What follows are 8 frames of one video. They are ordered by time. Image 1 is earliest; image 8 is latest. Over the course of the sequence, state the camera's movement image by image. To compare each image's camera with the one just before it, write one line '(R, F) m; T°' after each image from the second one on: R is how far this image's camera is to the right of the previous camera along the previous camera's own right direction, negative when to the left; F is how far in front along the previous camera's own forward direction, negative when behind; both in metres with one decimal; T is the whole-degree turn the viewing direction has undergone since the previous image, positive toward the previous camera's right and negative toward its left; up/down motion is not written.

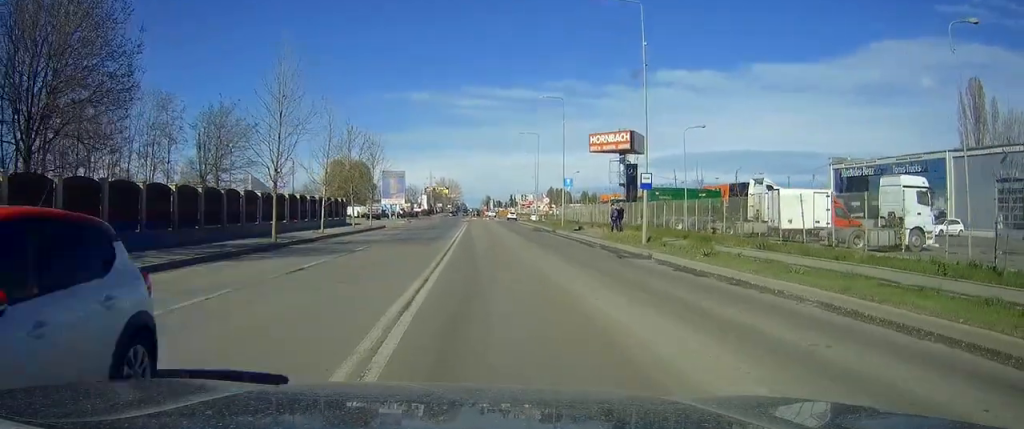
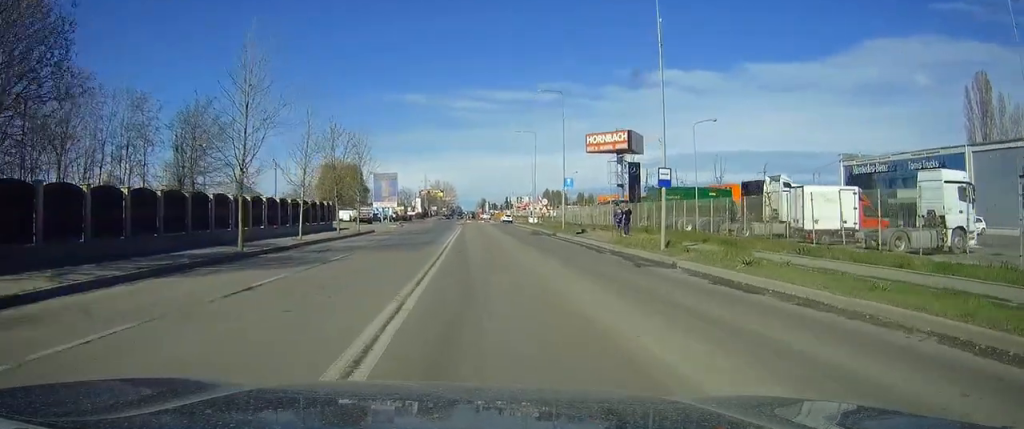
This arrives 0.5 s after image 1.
(+0.1, +3.9) m; 0°
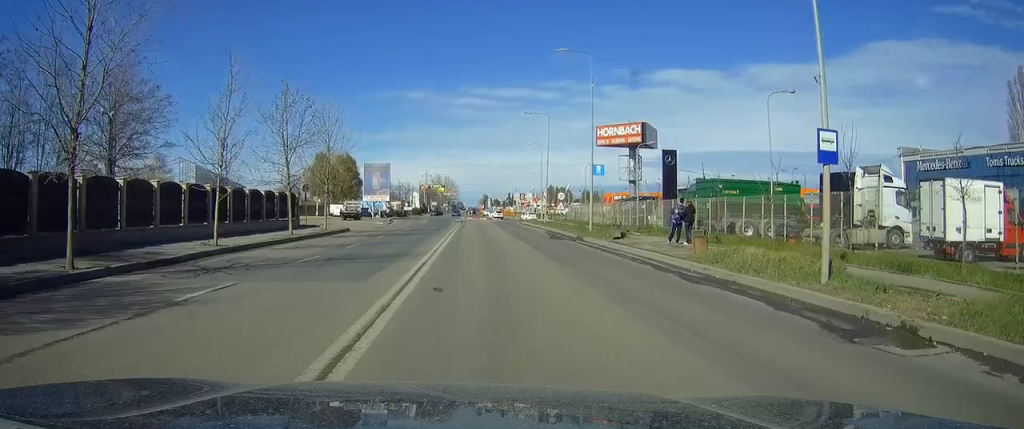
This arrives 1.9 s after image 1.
(0.0, +12.0) m; -1°
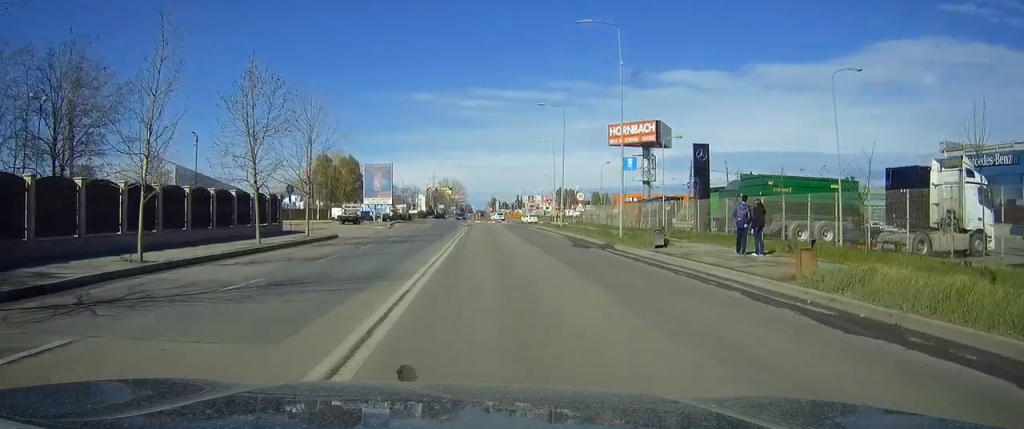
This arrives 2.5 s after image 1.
(-0.1, +6.6) m; -1°
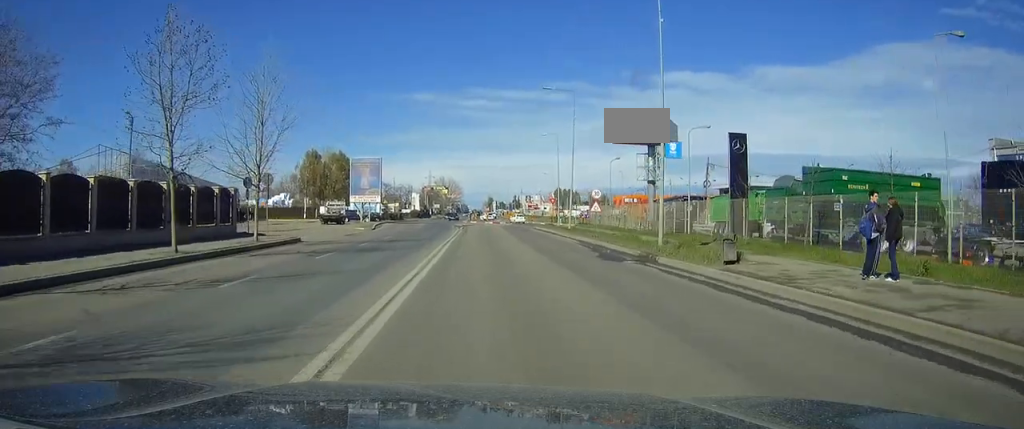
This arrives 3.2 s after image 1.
(0.0, +8.0) m; 0°
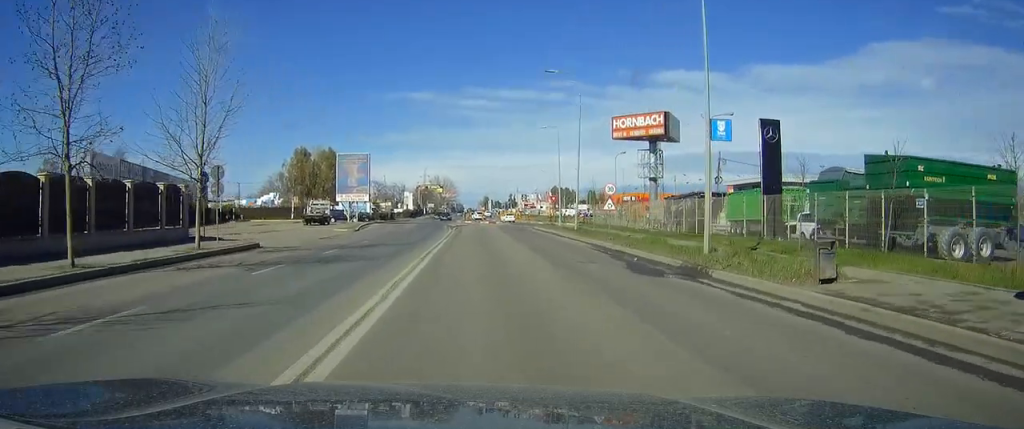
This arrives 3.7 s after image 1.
(0.0, +5.8) m; 0°
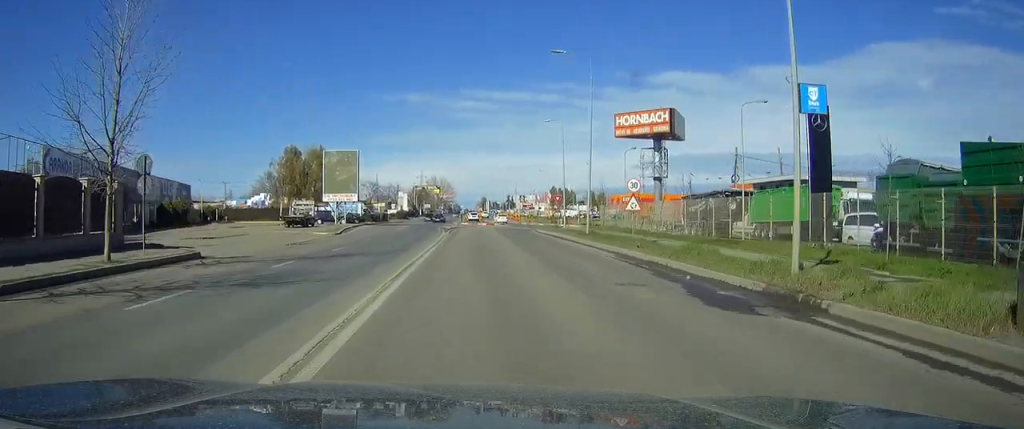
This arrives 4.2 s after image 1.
(0.0, +6.1) m; 0°
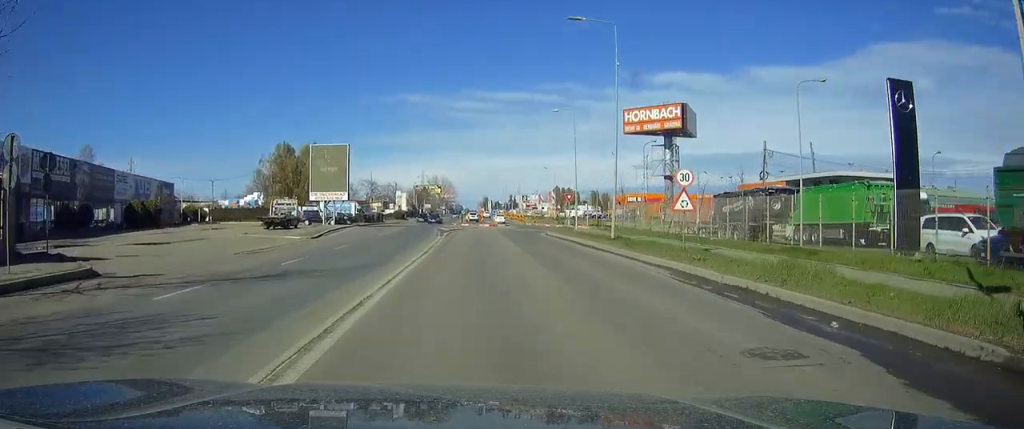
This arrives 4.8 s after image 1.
(0.0, +7.1) m; 0°
